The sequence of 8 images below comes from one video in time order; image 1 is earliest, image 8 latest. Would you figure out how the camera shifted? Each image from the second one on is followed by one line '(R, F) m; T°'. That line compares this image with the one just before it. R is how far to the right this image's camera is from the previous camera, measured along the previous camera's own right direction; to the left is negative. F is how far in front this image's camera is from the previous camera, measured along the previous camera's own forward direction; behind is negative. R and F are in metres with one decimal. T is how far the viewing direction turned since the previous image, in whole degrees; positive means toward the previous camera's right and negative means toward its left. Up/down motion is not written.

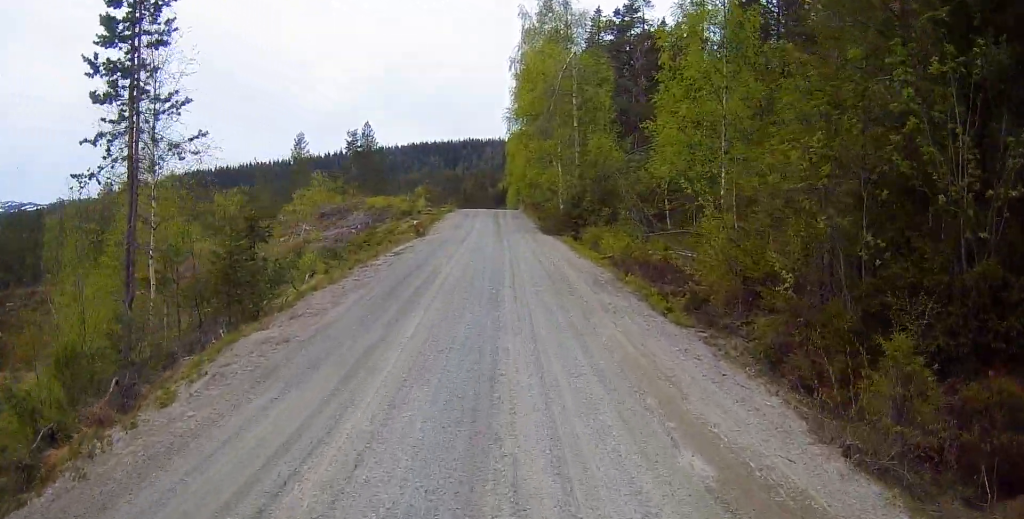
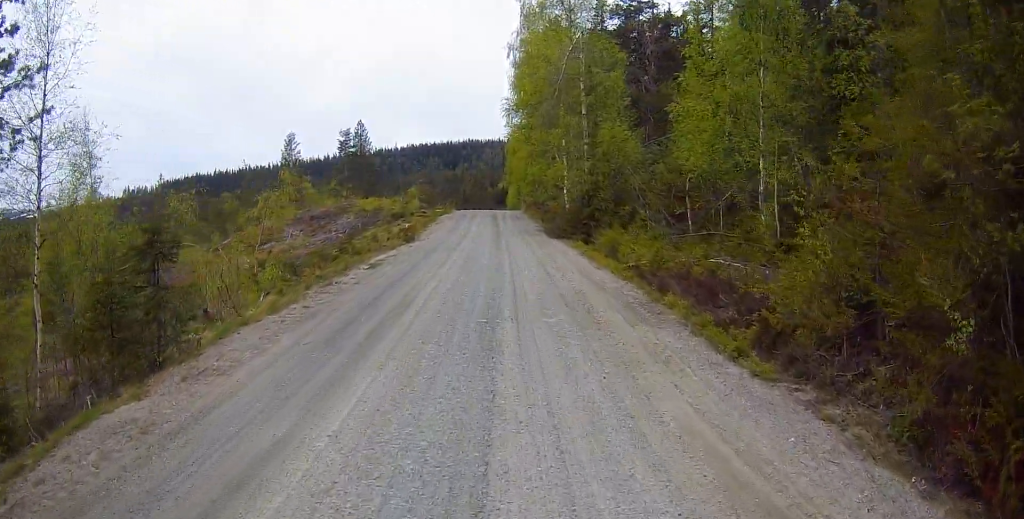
(+0.1, +4.0) m; 0°
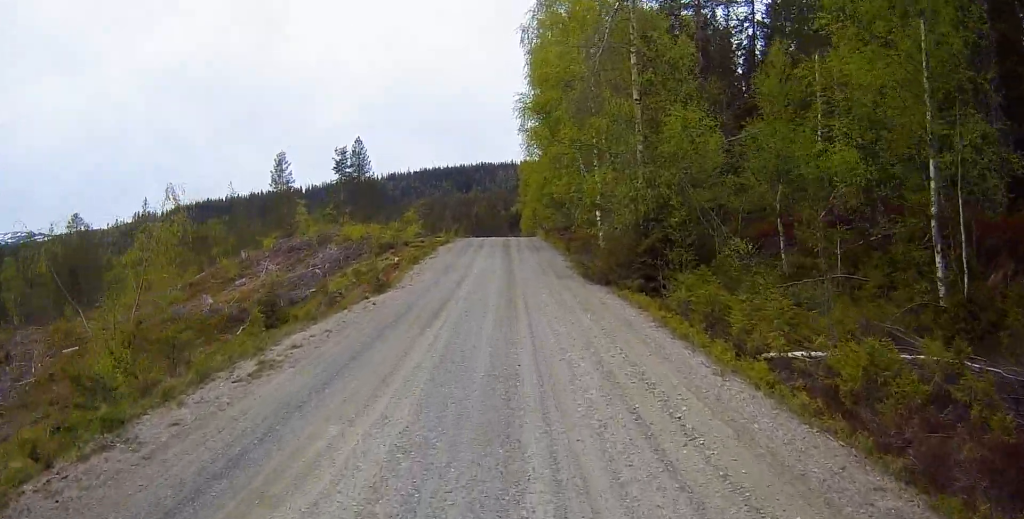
(0.0, +9.4) m; -3°
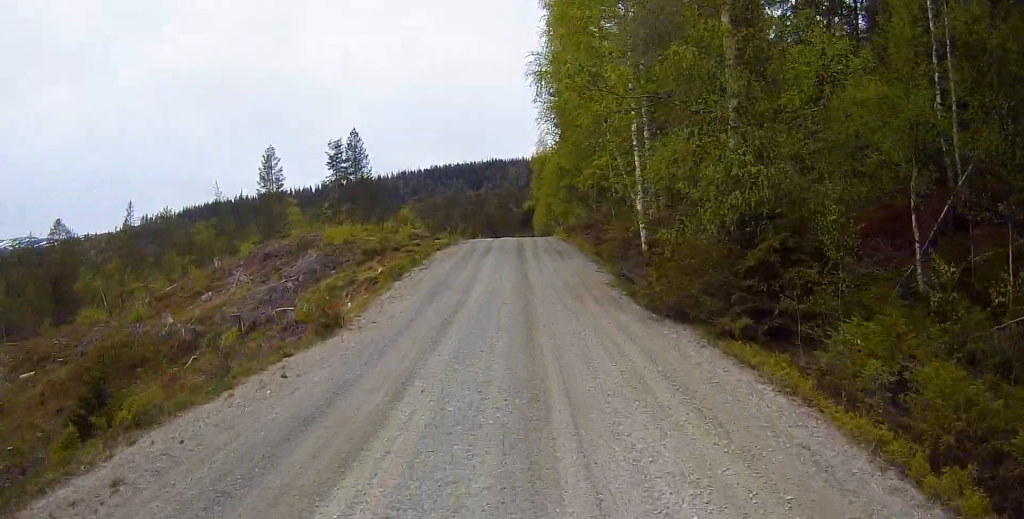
(-0.2, +7.5) m; -2°
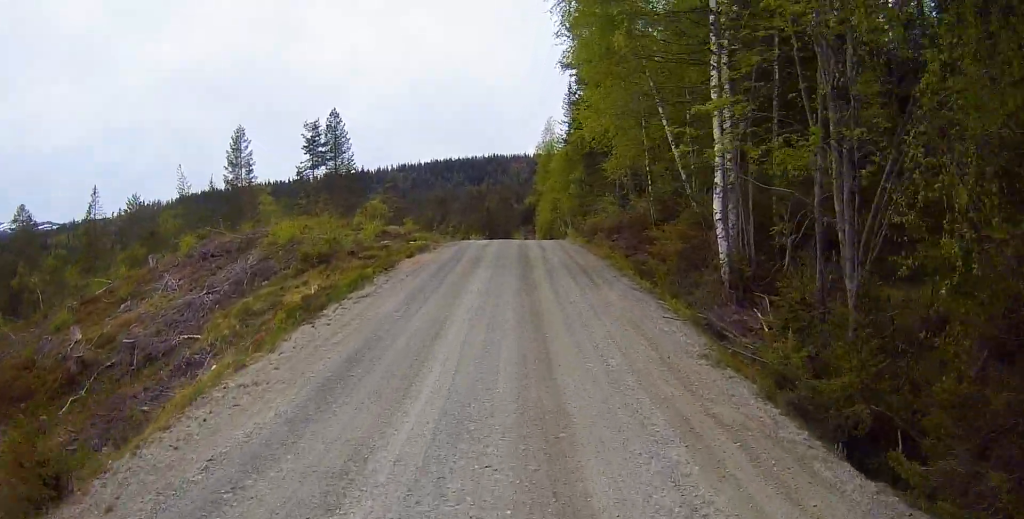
(0.0, +9.4) m; 0°
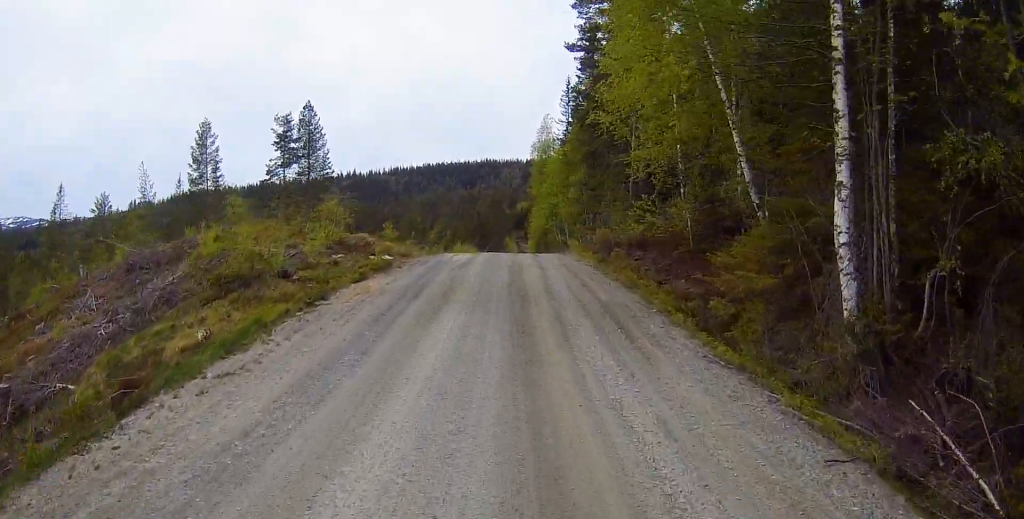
(0.0, +6.6) m; 0°
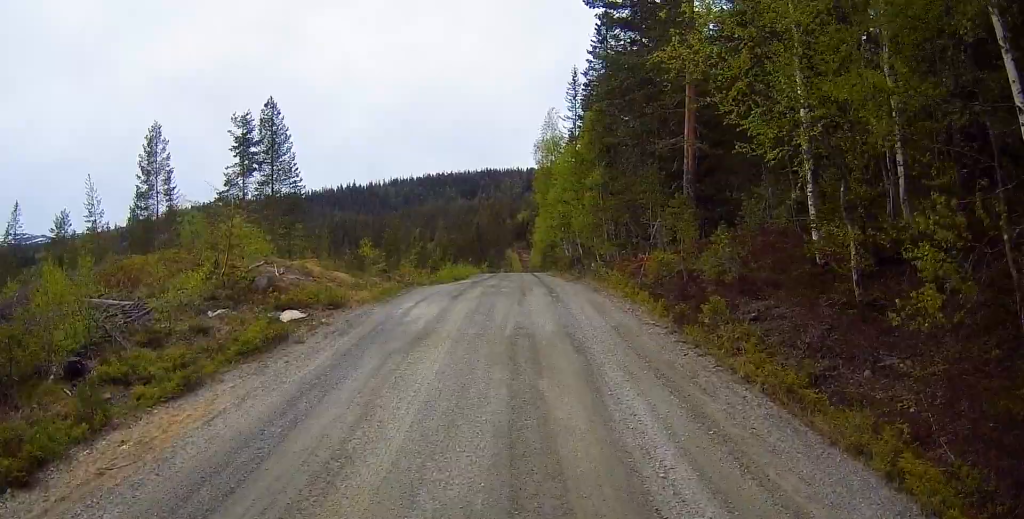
(0.0, +9.8) m; +3°
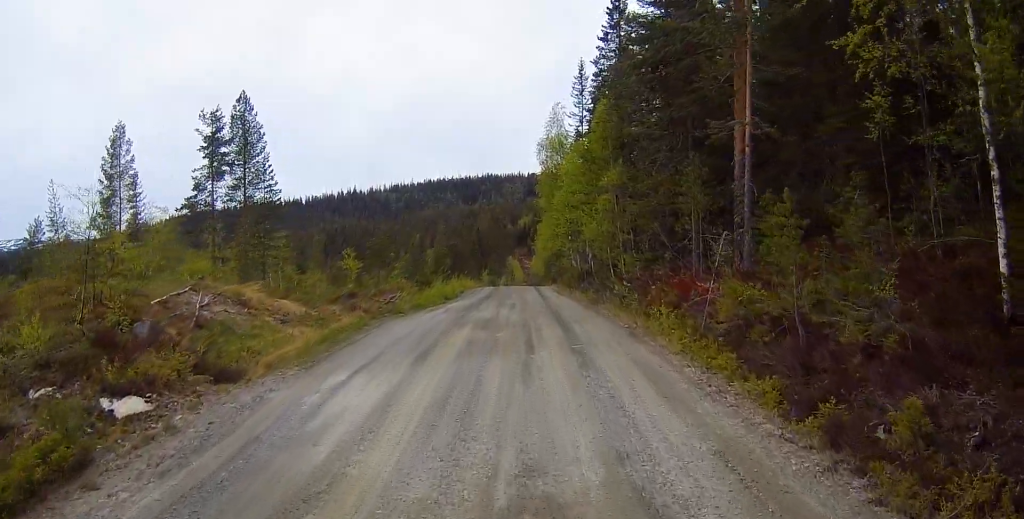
(+0.3, +5.8) m; +1°
